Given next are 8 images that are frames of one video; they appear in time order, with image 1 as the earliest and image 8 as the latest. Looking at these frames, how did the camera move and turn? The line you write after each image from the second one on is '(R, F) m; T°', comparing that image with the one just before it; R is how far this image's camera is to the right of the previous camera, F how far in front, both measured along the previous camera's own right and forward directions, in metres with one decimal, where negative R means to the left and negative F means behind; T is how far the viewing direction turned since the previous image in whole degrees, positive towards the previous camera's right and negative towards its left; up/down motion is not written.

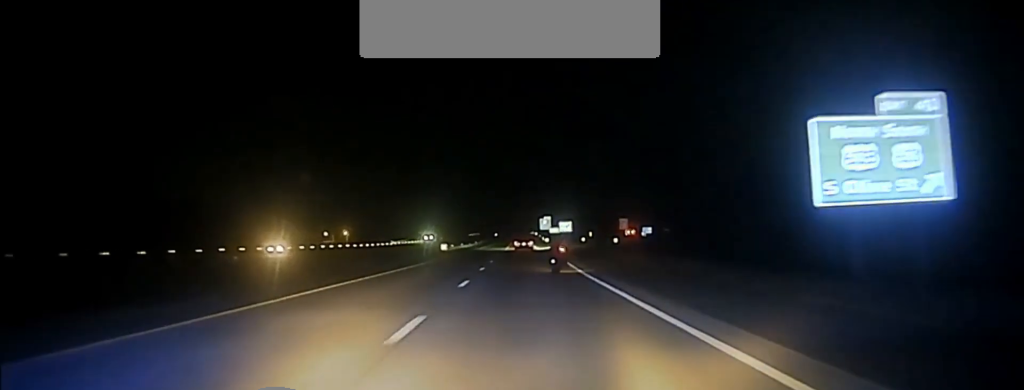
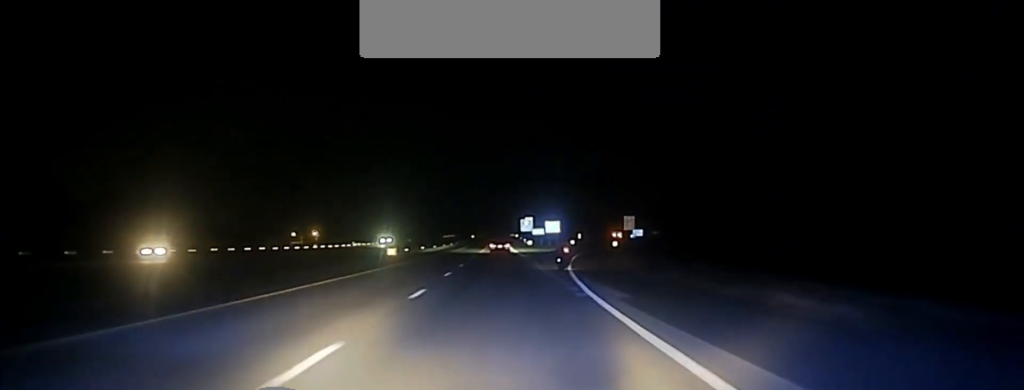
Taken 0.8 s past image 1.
(-0.2, +26.1) m; +1°
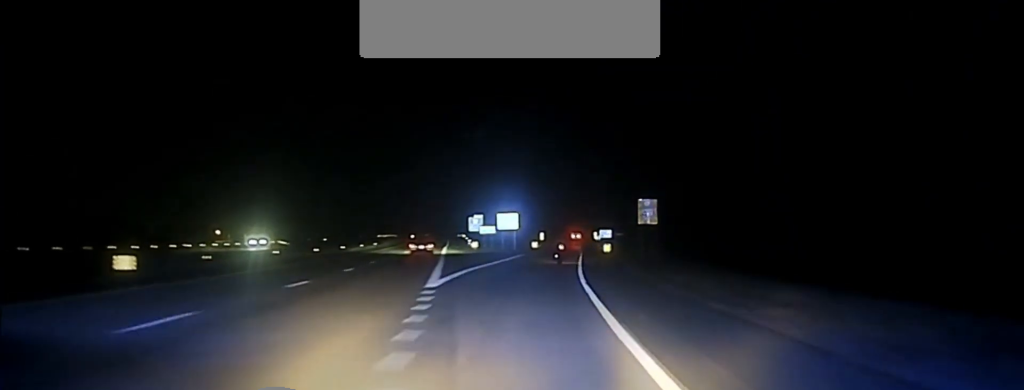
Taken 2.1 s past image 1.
(+1.2, +40.0) m; +3°
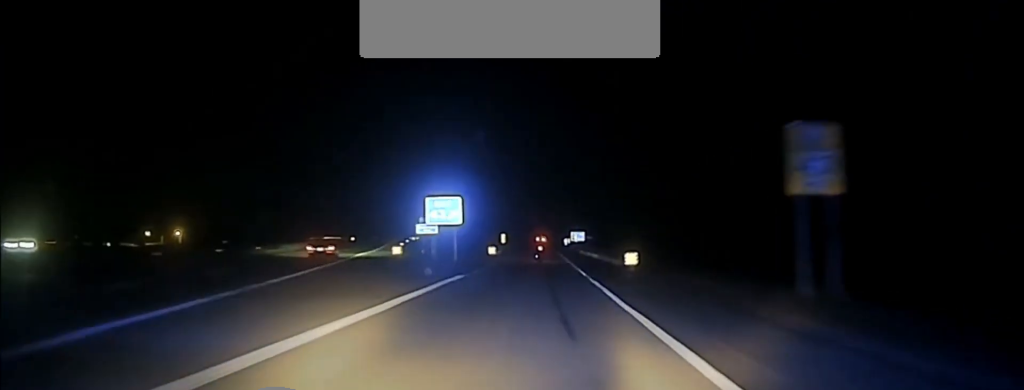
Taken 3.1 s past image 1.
(+0.3, +35.7) m; 0°
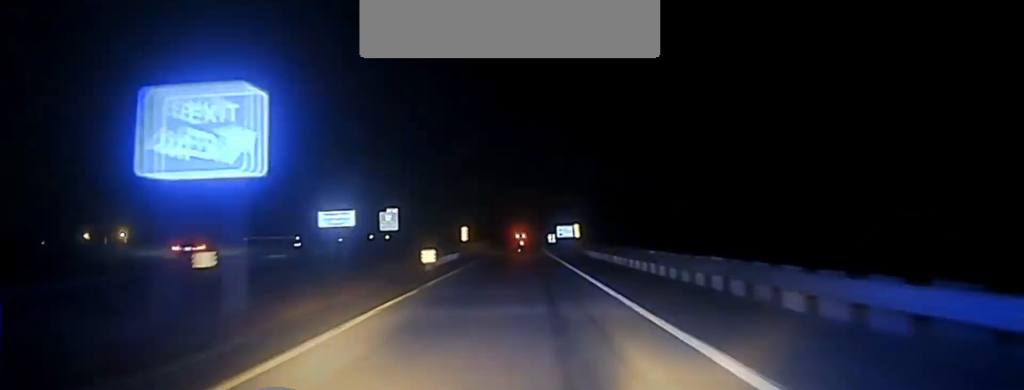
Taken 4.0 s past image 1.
(-0.1, +40.5) m; +1°
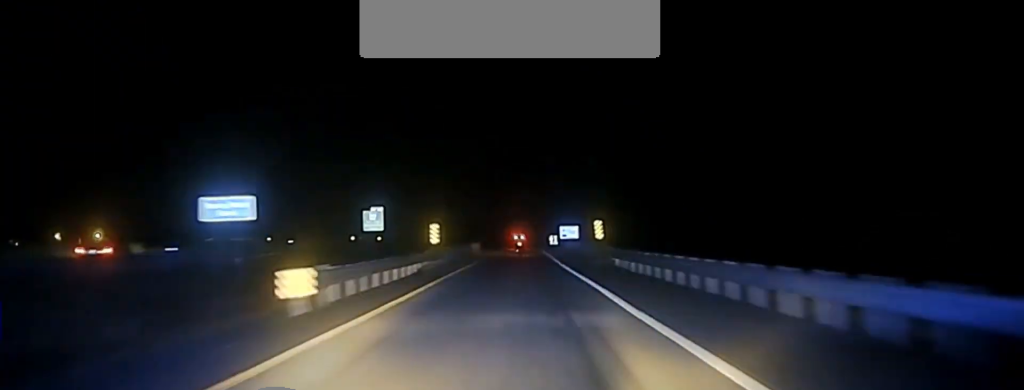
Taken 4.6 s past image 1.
(+0.2, +23.4) m; +1°
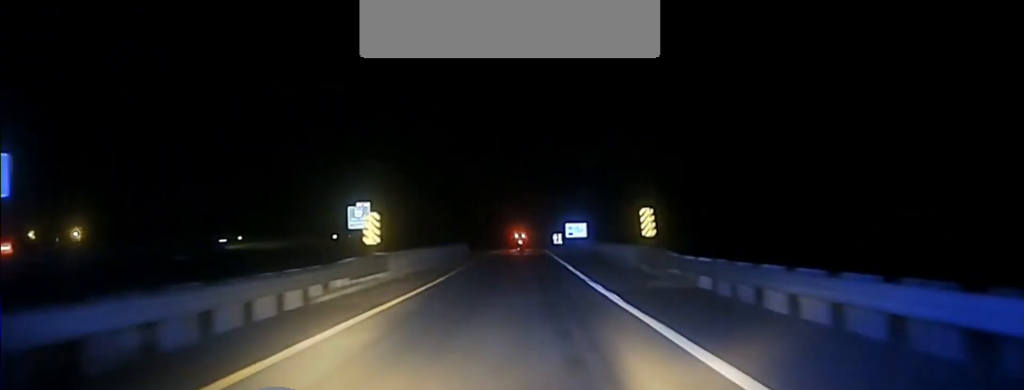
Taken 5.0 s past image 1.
(+0.2, +19.8) m; +1°
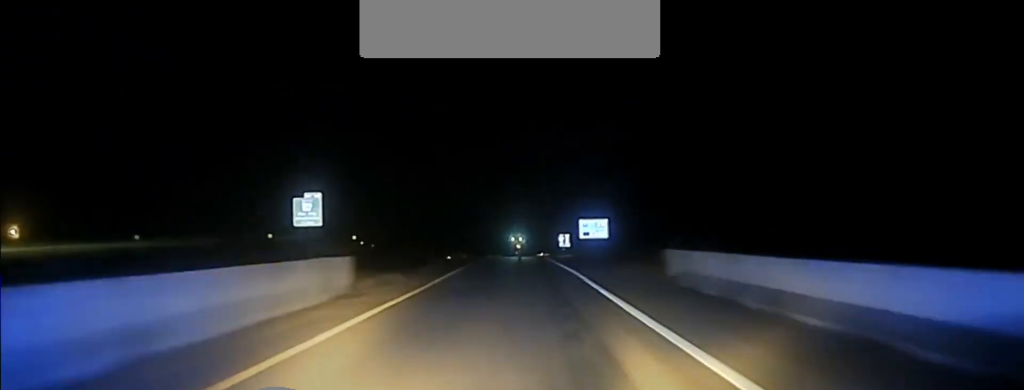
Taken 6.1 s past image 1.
(+0.4, +46.8) m; 0°
